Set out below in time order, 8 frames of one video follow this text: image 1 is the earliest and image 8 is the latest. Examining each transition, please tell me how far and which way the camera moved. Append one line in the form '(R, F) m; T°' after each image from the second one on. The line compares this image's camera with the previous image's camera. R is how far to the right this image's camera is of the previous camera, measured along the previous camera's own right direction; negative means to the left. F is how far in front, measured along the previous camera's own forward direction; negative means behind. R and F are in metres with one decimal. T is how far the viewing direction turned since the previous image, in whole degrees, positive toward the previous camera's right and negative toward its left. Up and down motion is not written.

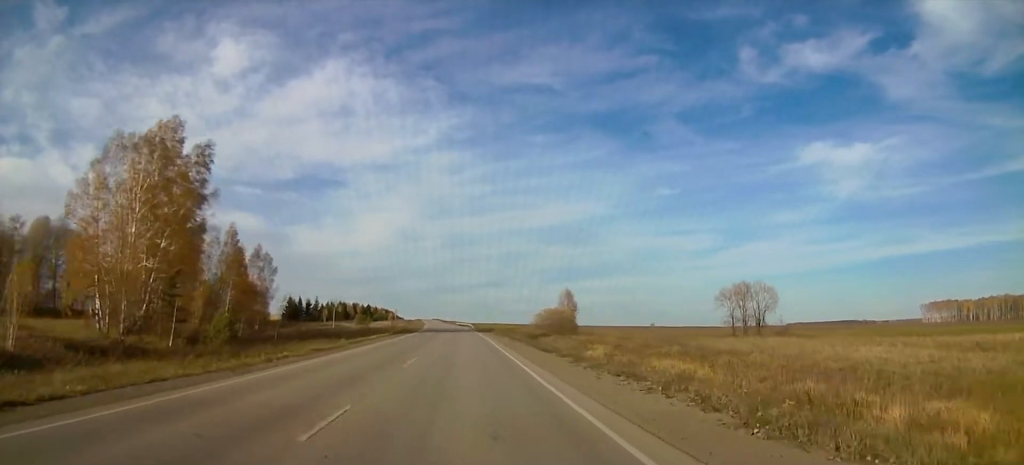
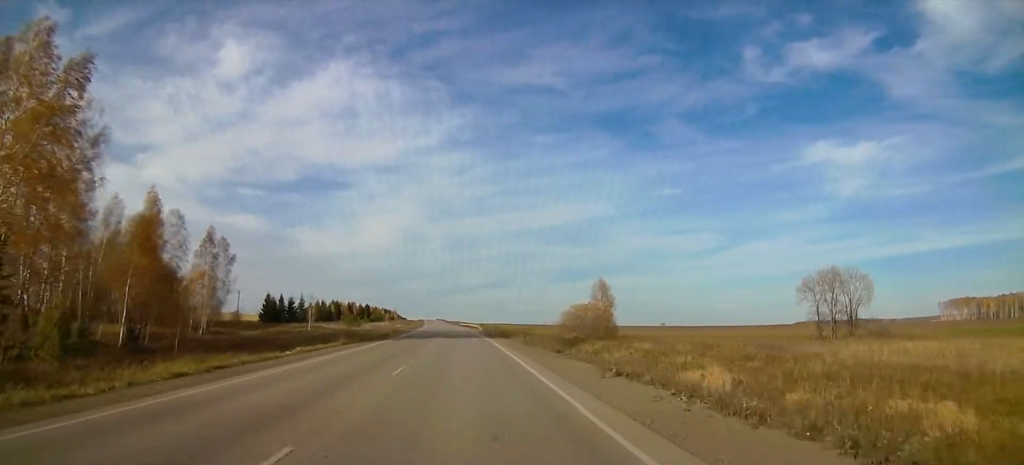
(-0.5, +27.1) m; -1°
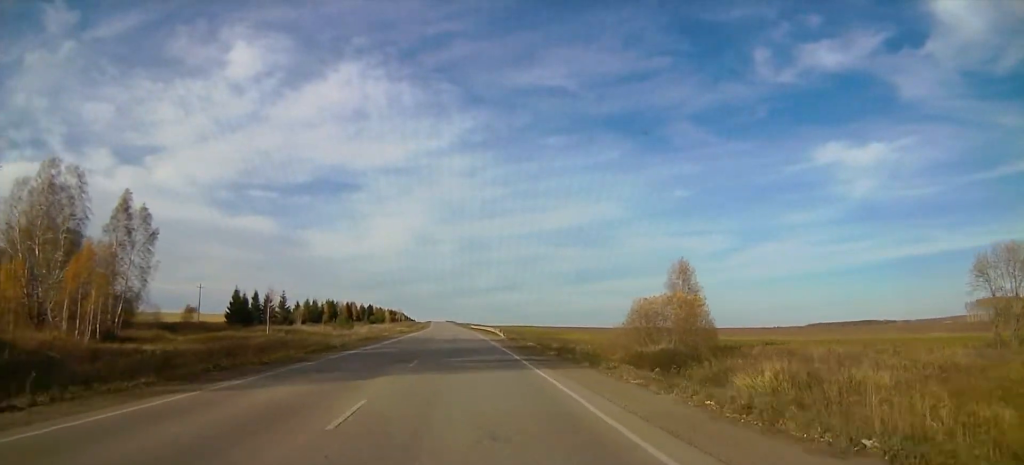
(0.0, +32.0) m; -1°
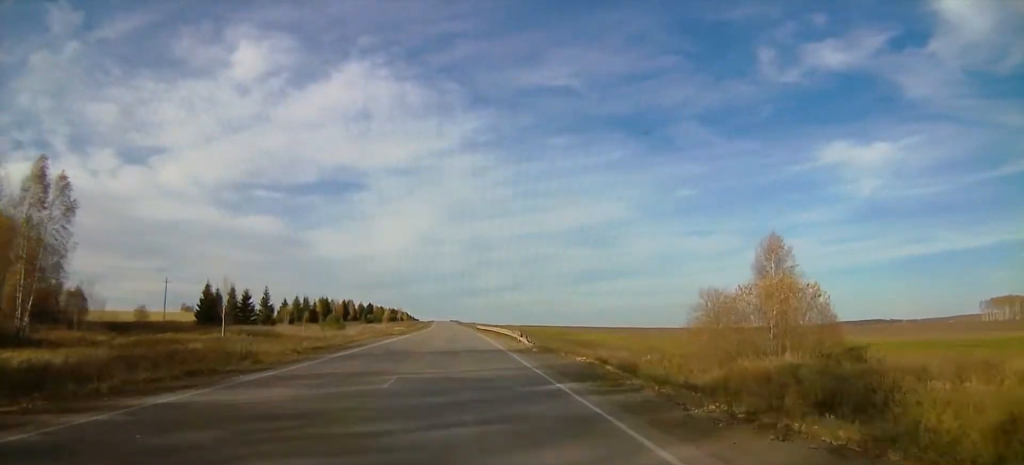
(+0.1, +18.9) m; -1°
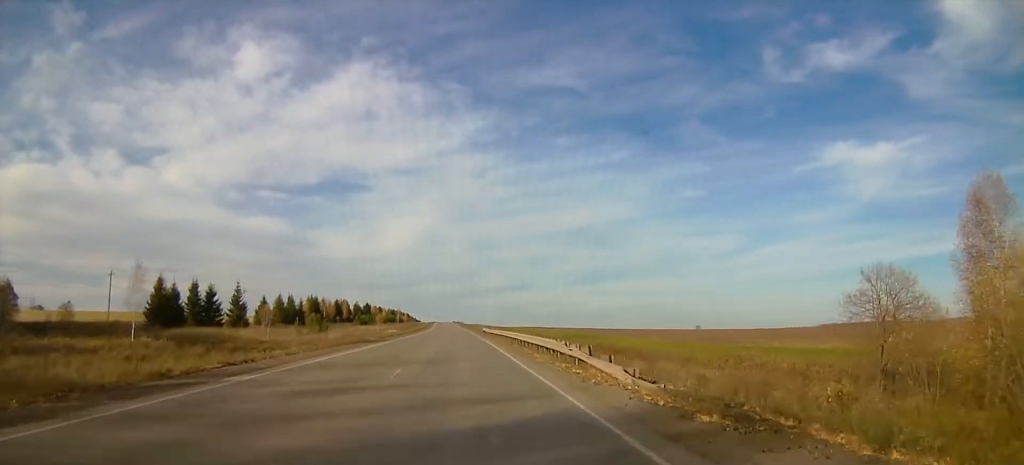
(-0.4, +21.8) m; -1°
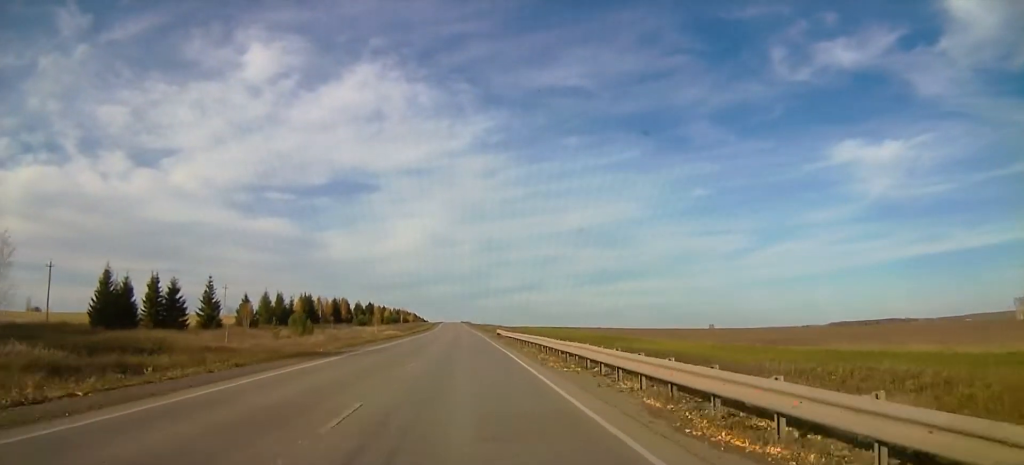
(0.0, +19.0) m; 0°
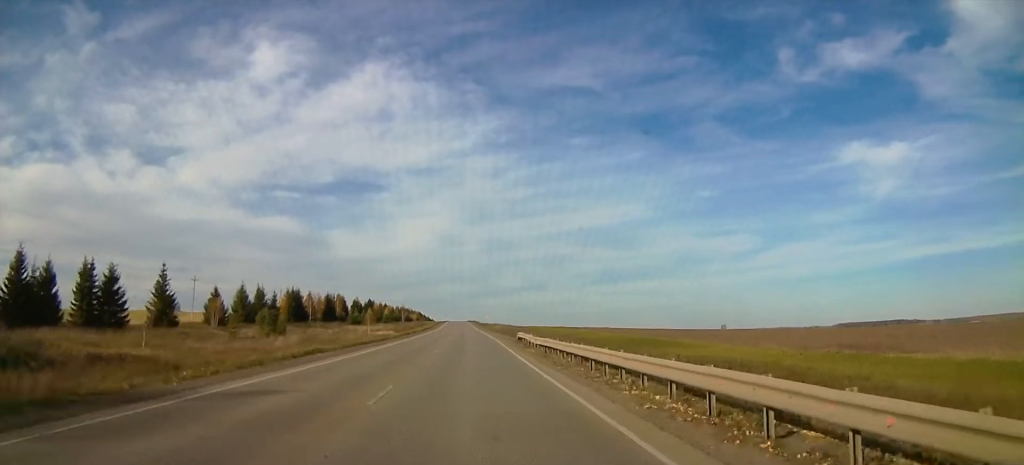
(0.0, +20.0) m; 0°
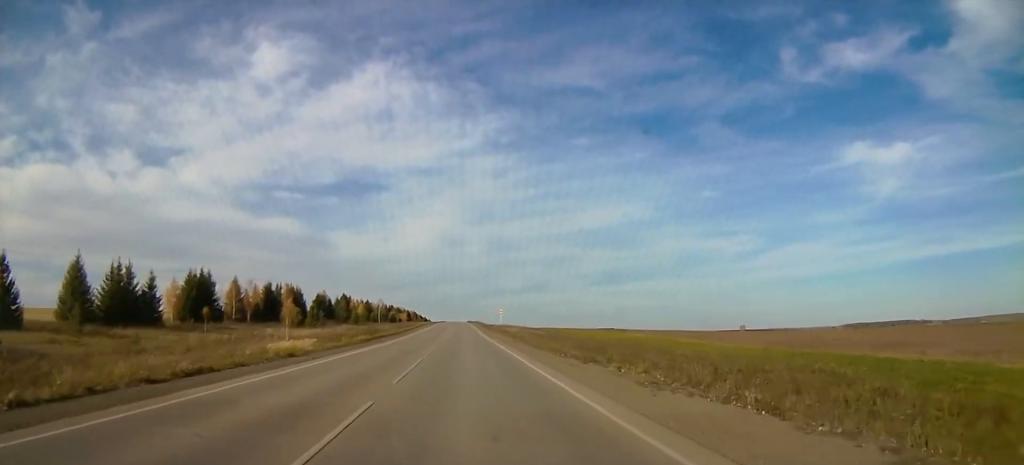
(0.0, +61.1) m; 0°
